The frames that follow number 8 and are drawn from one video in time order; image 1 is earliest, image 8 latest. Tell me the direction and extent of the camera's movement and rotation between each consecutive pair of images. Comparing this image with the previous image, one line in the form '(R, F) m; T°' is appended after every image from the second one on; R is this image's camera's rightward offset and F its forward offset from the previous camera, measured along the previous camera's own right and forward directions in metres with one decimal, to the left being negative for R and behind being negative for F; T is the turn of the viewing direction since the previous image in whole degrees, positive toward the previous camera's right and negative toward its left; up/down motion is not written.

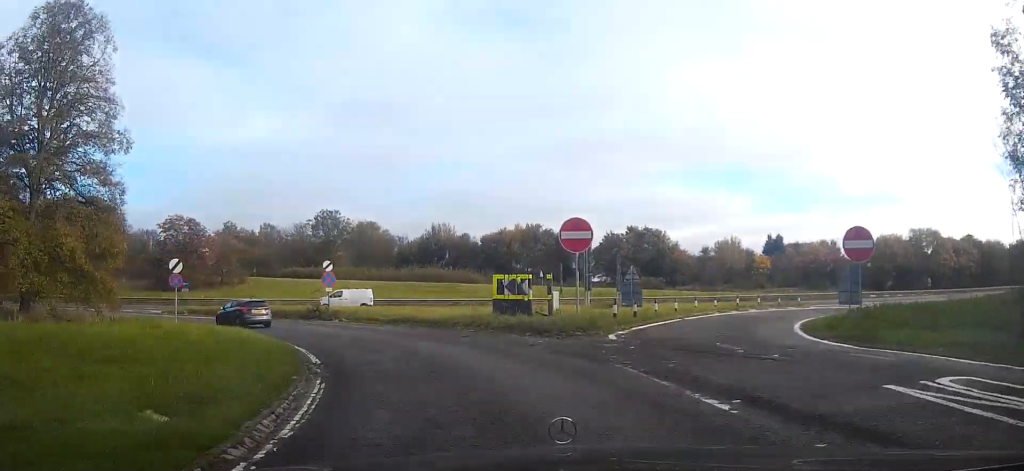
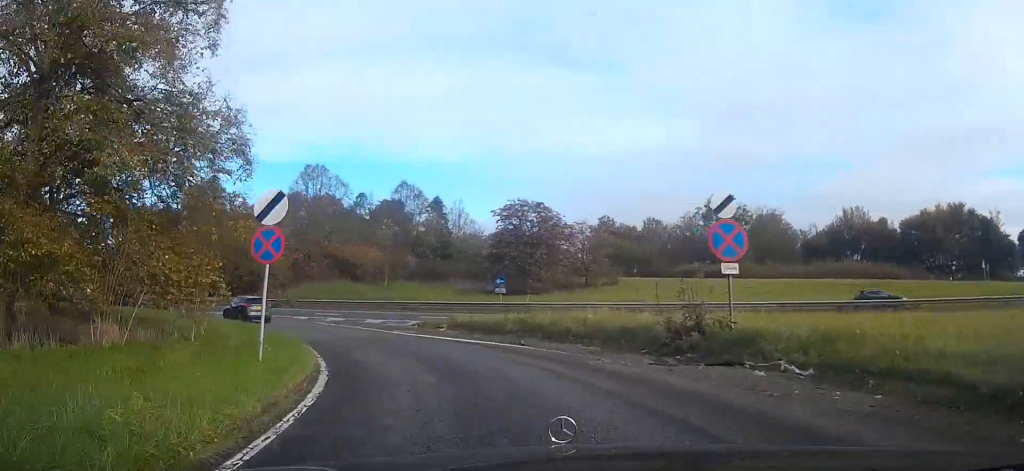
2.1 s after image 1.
(-6.9, +22.0) m; -37°
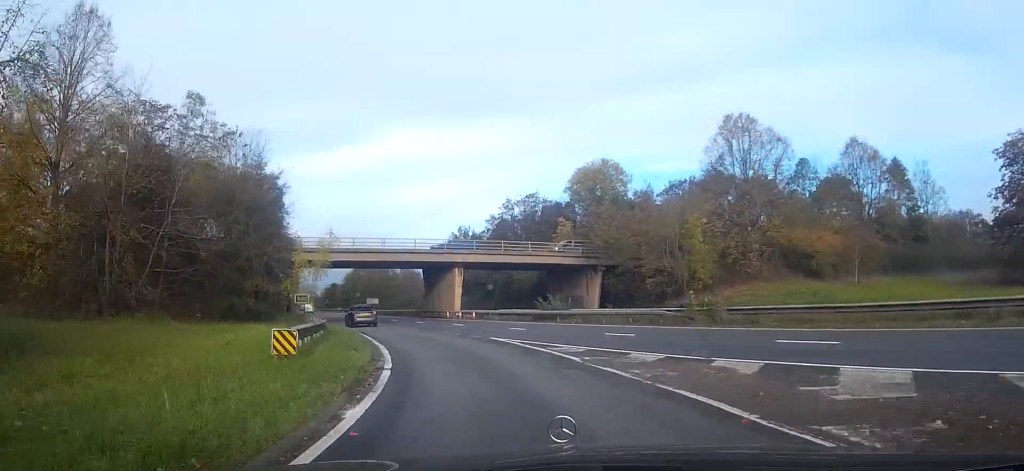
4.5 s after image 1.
(-9.3, +24.4) m; -41°
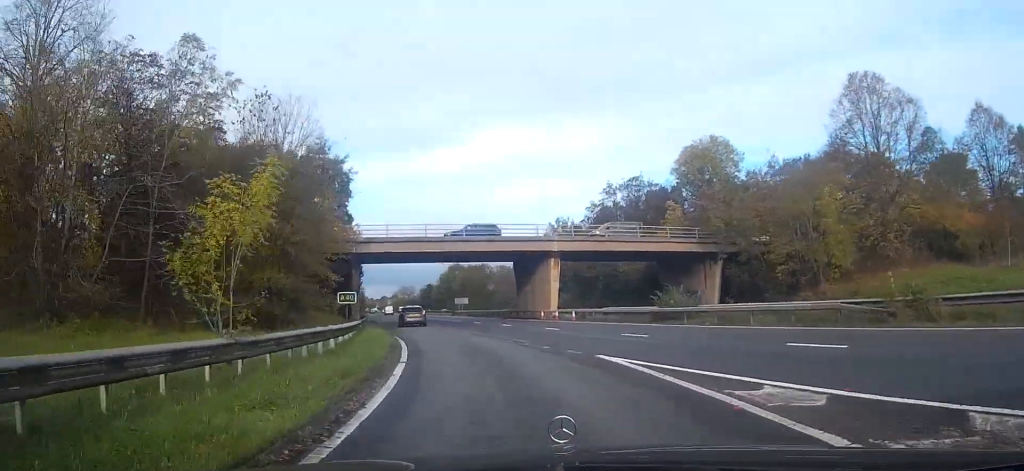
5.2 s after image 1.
(-1.1, +9.5) m; -11°
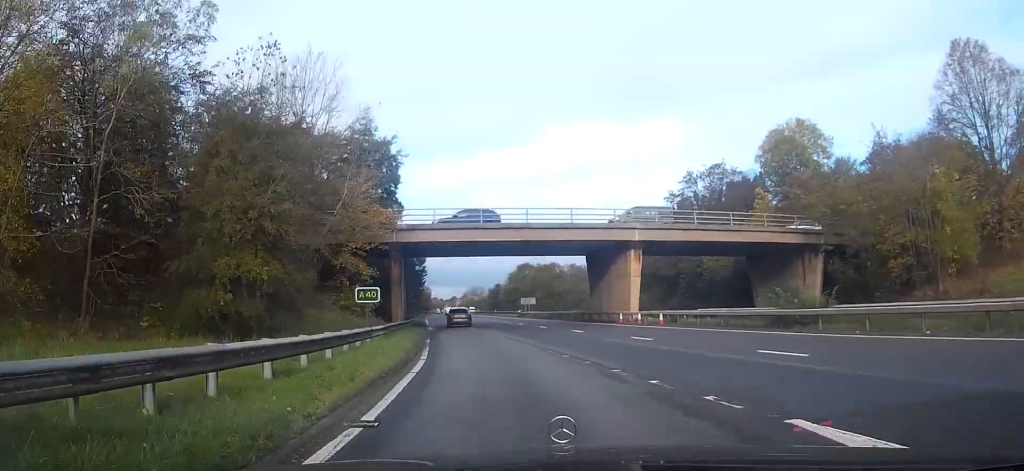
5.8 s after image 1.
(-0.6, +7.8) m; -7°
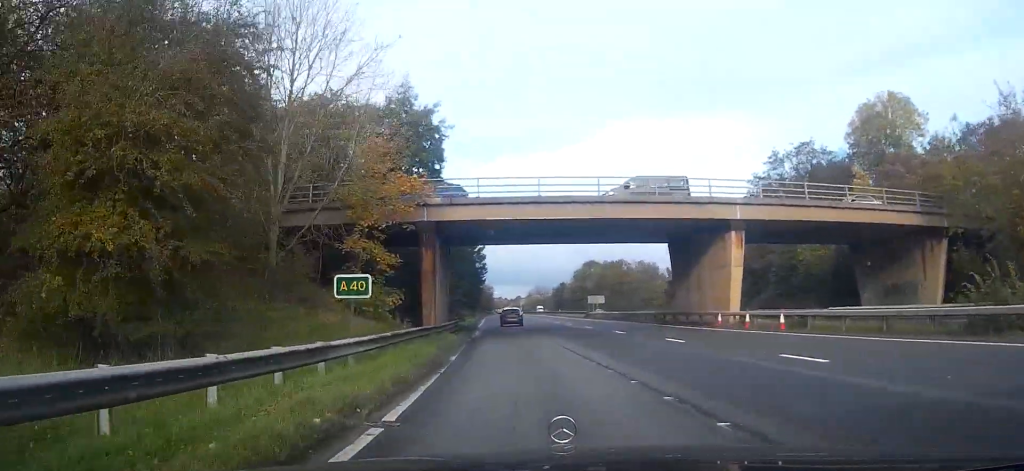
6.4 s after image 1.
(-0.5, +9.6) m; -4°
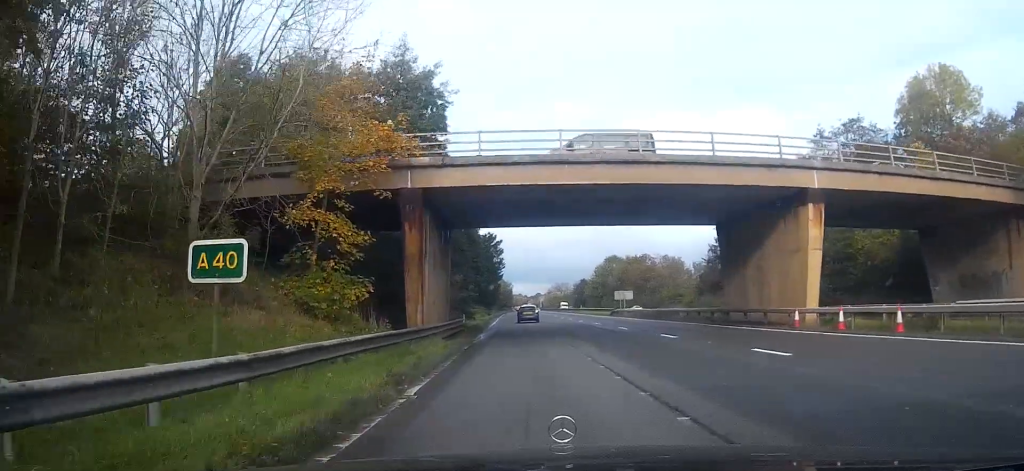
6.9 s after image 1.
(-0.1, +7.7) m; -3°
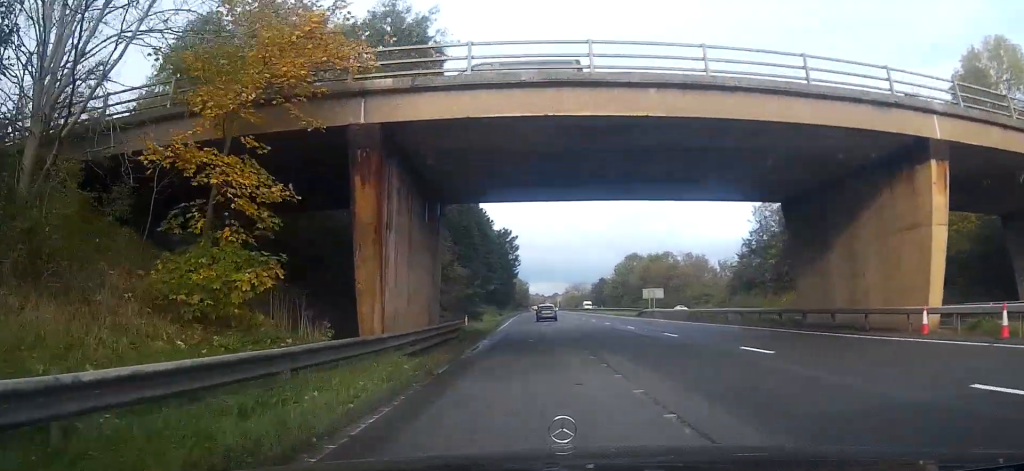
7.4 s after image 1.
(-0.4, +8.0) m; -2°
